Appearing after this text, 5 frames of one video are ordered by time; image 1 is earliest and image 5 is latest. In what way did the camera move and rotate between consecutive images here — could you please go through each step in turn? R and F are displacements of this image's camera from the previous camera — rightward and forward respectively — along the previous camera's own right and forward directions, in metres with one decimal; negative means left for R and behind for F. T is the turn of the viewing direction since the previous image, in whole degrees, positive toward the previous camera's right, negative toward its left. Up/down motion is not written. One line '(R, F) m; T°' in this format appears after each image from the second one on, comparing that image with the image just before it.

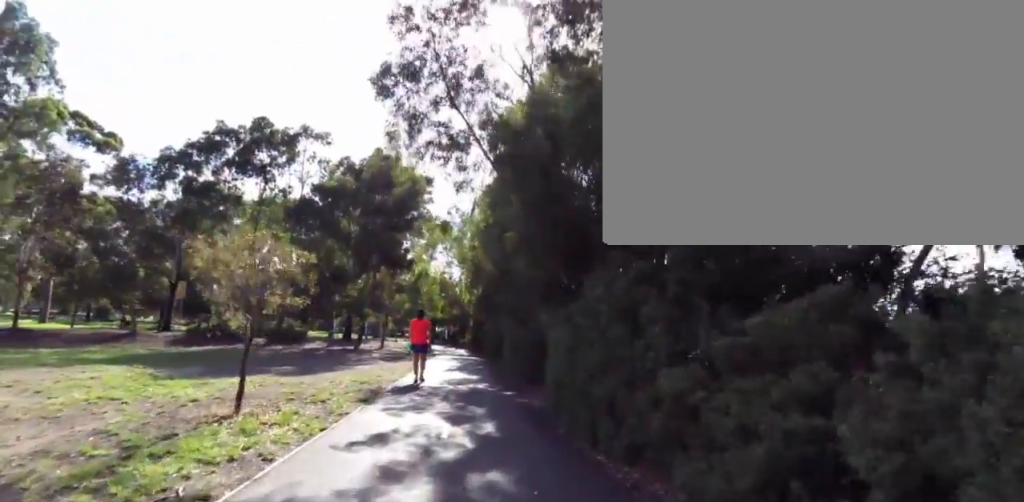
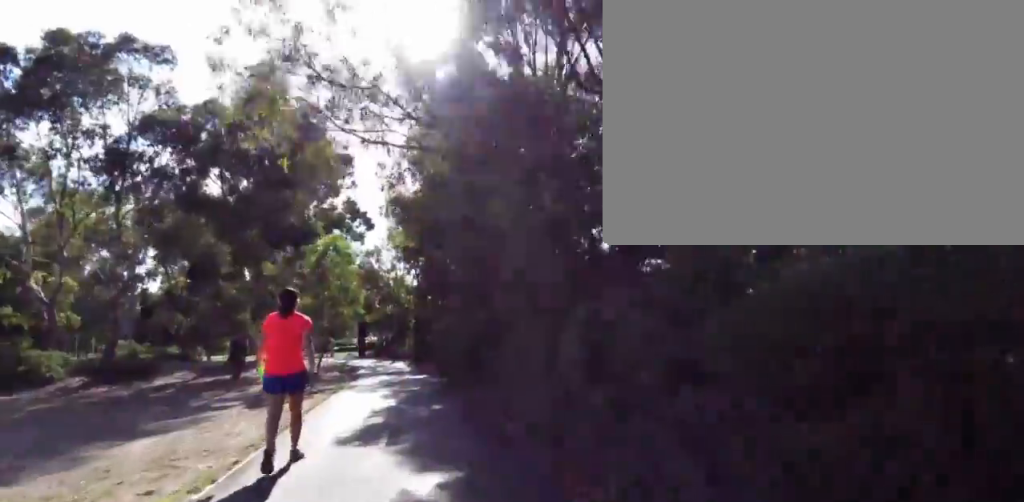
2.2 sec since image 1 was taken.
(-1.7, +10.2) m; -20°
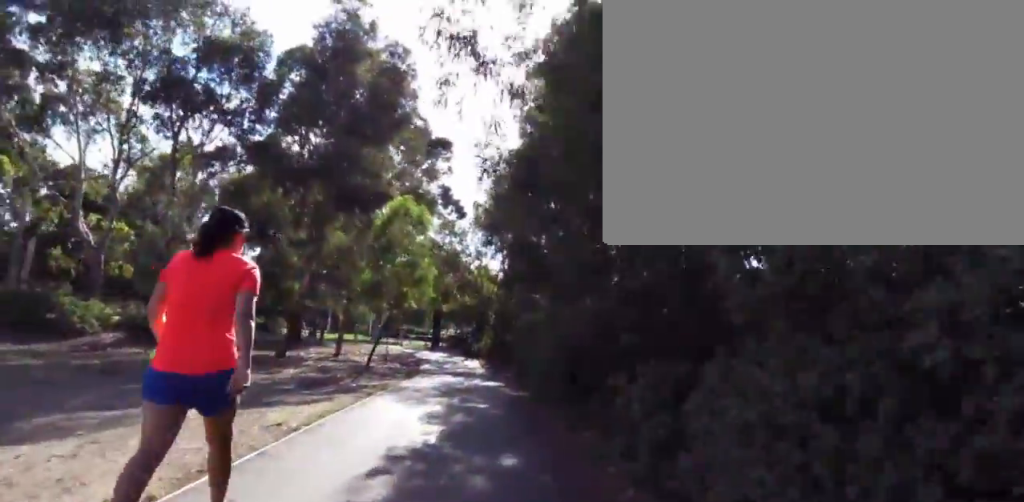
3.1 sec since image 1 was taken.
(+0.1, +4.3) m; +9°
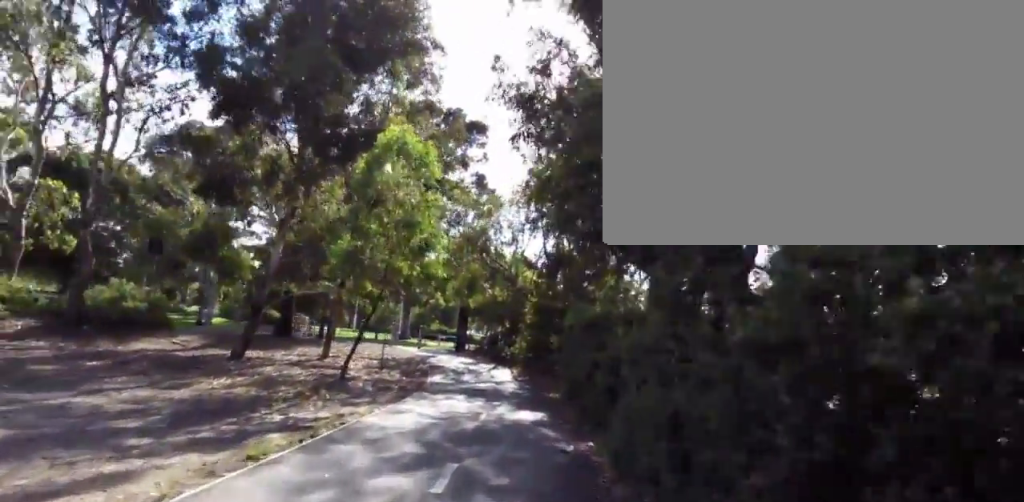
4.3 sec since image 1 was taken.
(+1.2, +6.3) m; +10°
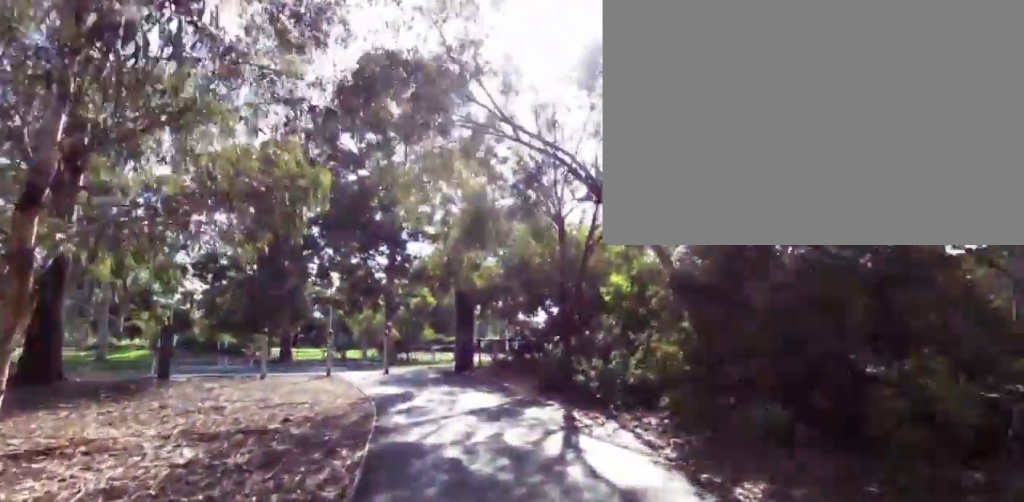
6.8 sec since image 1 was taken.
(-3.3, +12.9) m; -32°
